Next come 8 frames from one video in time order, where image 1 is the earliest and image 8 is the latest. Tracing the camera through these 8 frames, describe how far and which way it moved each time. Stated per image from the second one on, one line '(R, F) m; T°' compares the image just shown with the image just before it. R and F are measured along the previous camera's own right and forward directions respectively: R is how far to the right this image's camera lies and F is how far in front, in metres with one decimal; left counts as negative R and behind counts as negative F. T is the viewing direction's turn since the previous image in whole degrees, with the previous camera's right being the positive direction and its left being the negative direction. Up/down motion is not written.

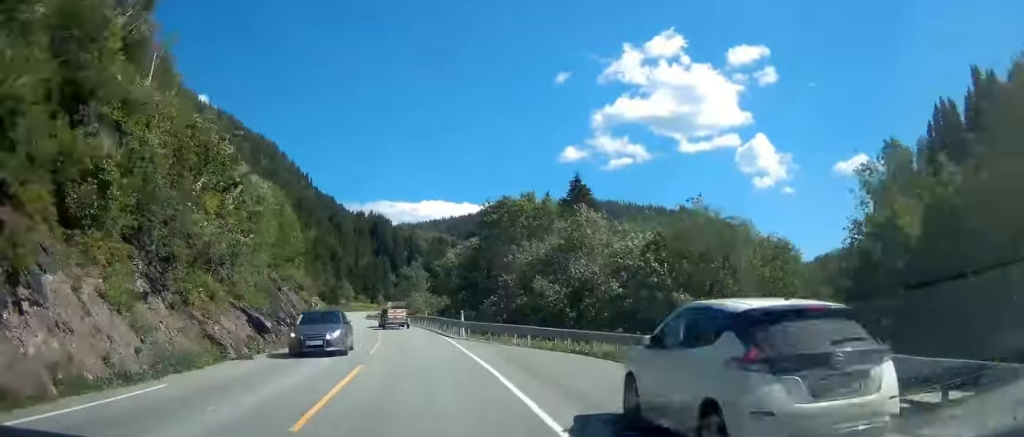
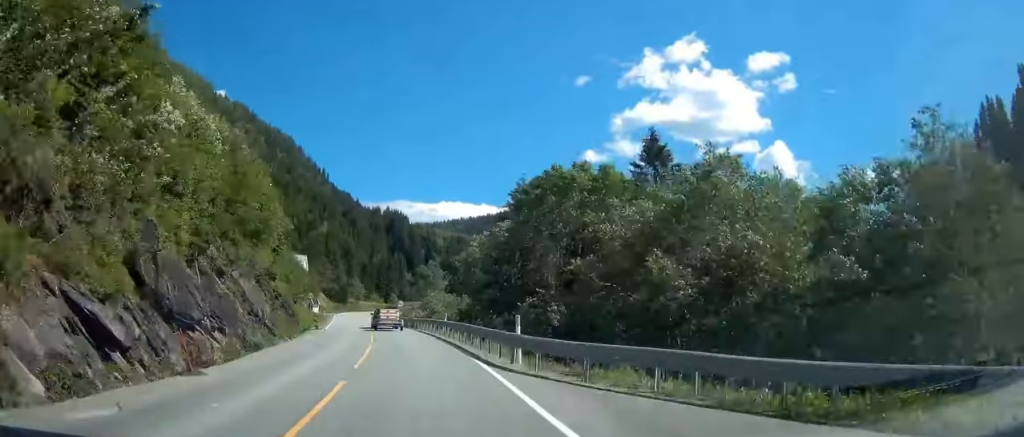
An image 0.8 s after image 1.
(-0.4, +15.4) m; -1°
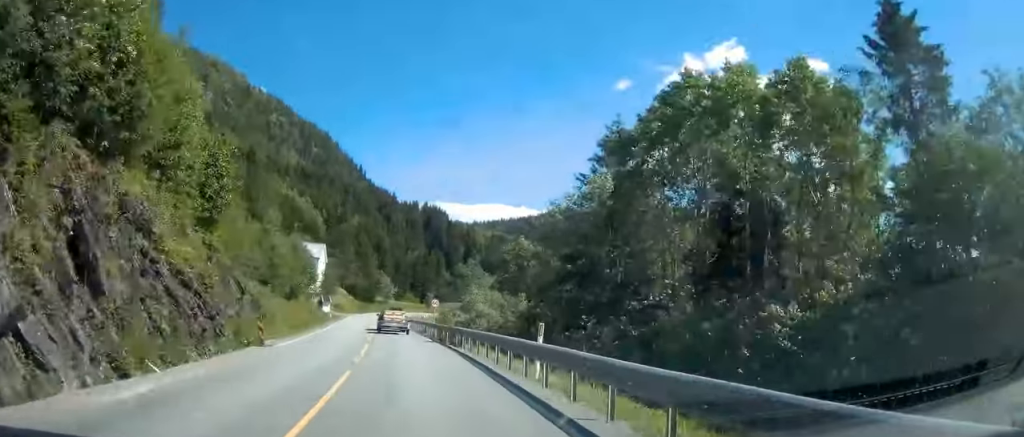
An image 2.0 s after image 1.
(-0.4, +23.2) m; -2°
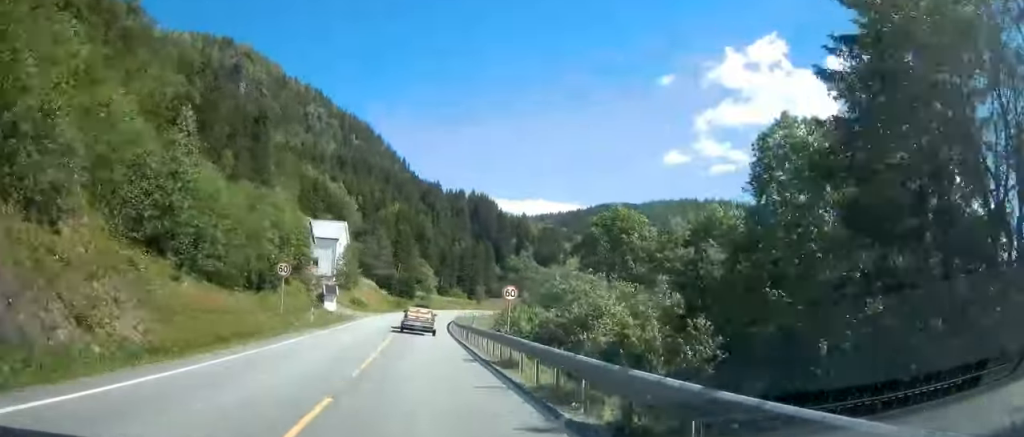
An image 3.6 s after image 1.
(-0.5, +29.4) m; -3°
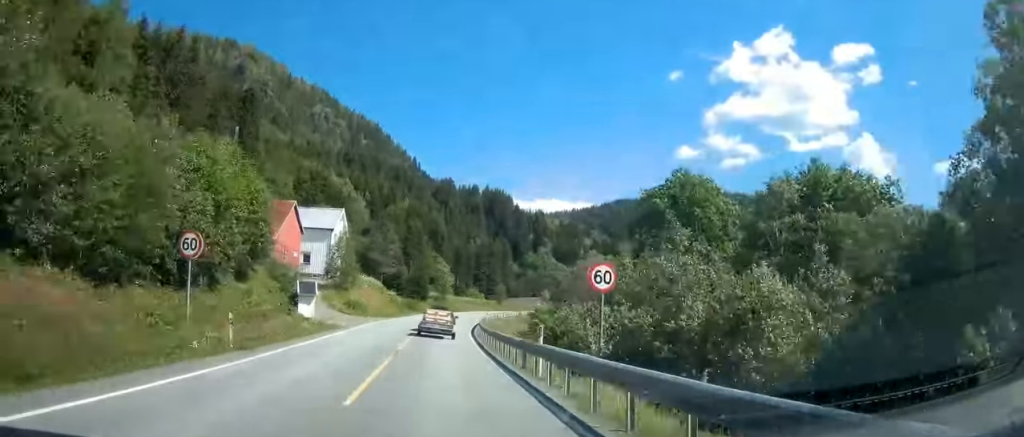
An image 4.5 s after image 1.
(-0.6, +15.6) m; -1°
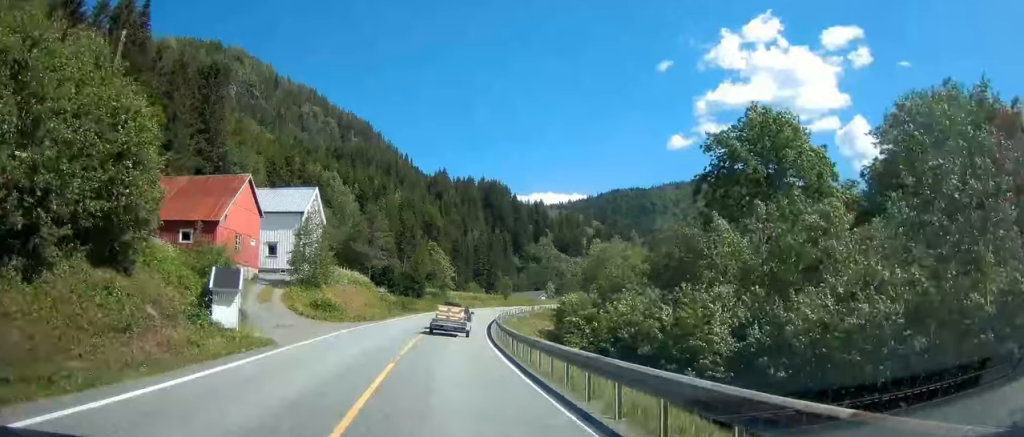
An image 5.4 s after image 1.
(-0.3, +15.6) m; -1°
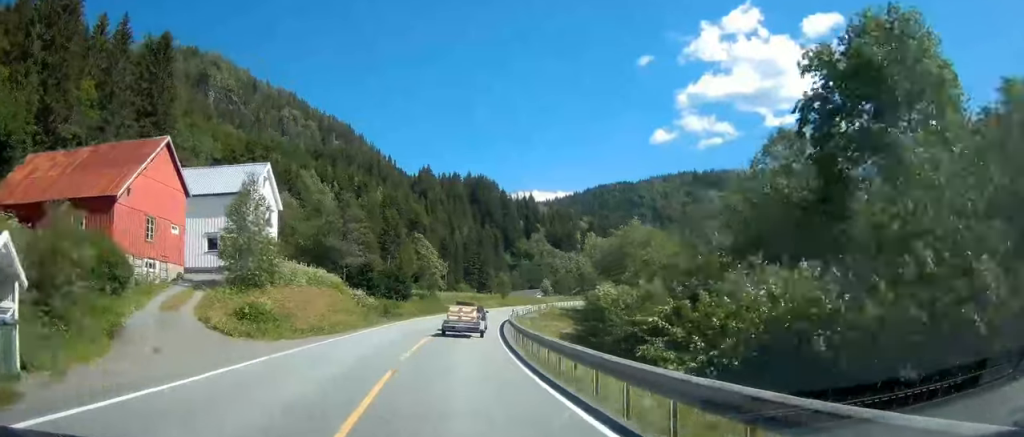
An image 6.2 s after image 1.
(+0.1, +14.7) m; 0°
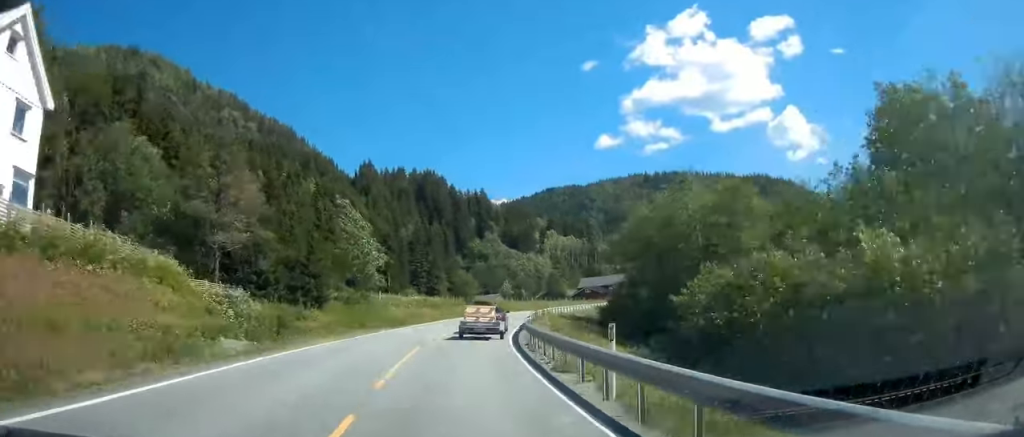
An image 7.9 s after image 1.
(+0.2, +31.2) m; +2°
